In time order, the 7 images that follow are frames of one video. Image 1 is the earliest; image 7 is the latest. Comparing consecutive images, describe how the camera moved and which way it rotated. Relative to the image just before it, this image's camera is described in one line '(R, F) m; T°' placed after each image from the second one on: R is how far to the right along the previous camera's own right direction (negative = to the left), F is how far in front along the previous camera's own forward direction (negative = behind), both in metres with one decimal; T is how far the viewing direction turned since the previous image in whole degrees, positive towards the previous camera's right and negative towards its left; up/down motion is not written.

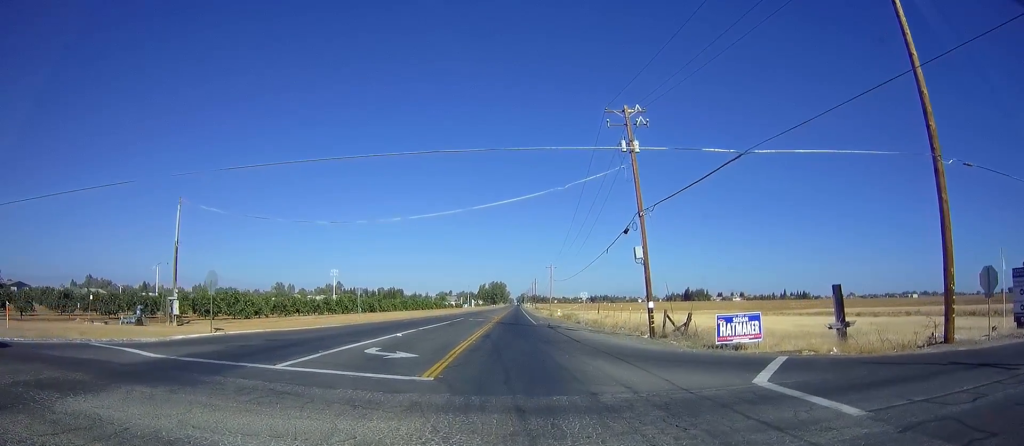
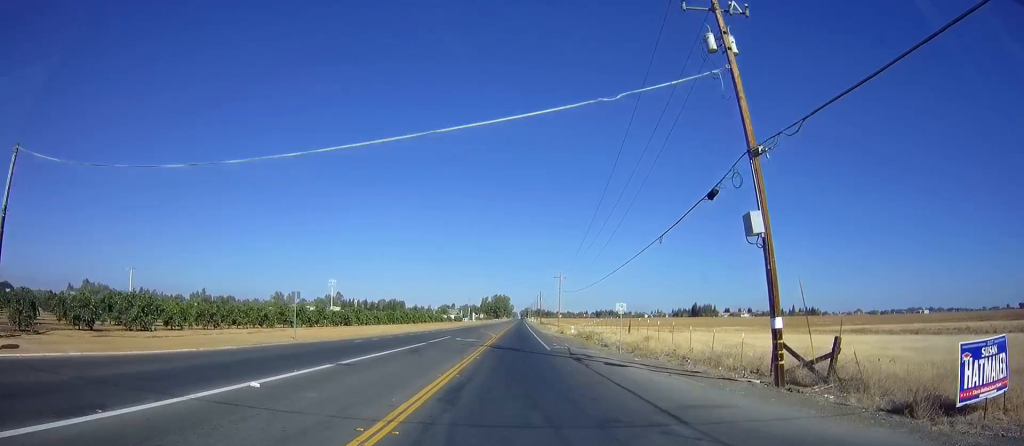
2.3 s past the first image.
(0.0, +12.9) m; 0°
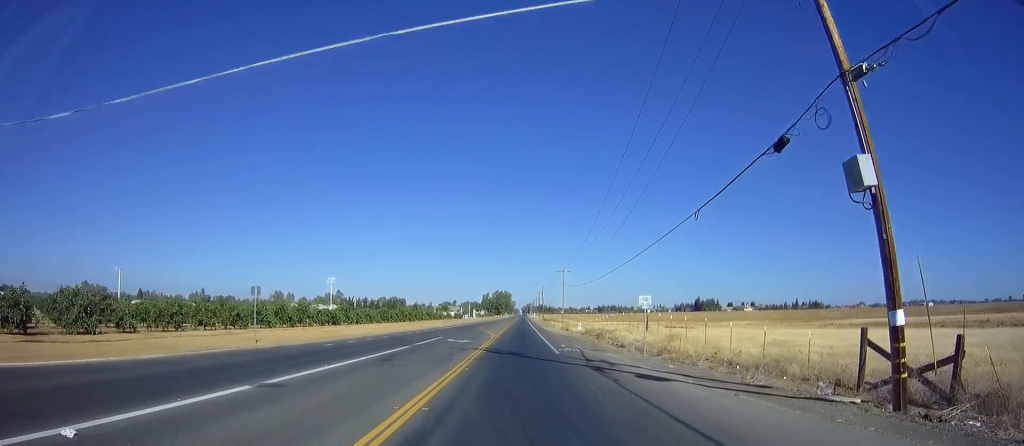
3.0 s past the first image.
(0.0, +5.0) m; 0°
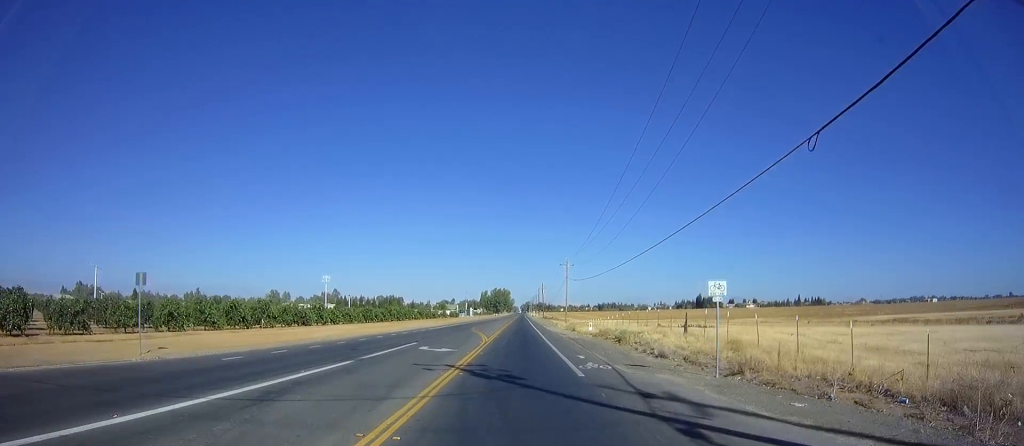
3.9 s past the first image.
(0.0, +8.6) m; -1°
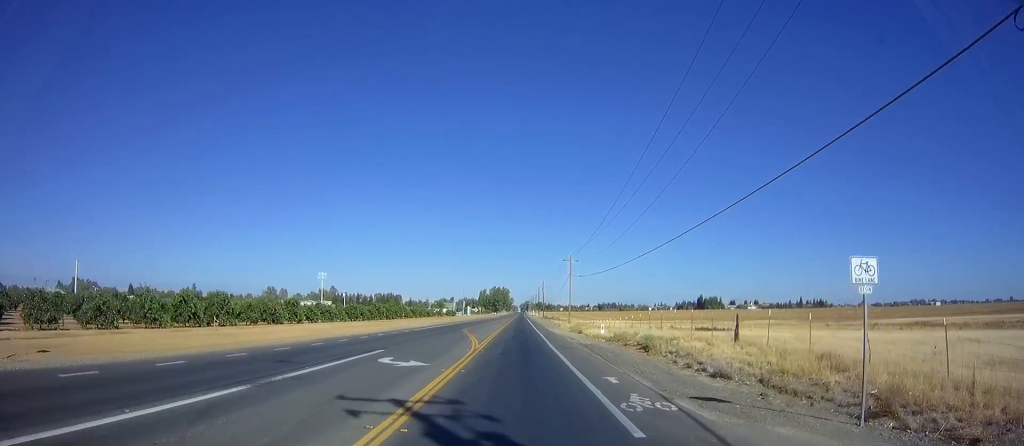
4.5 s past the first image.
(-0.1, +6.9) m; 0°
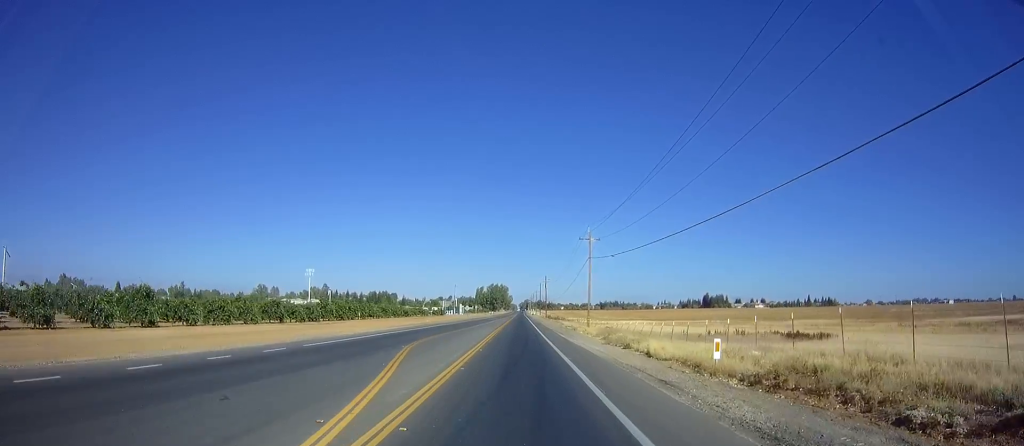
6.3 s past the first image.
(+0.2, +22.6) m; +1°
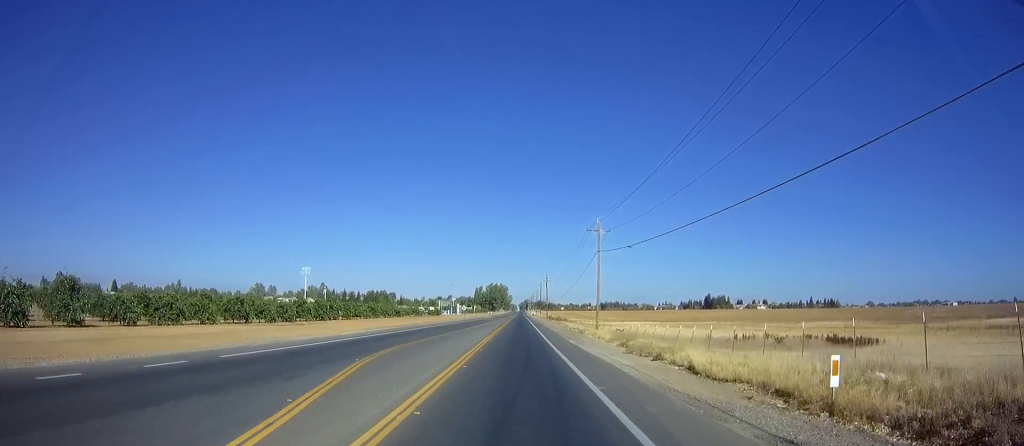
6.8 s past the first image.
(0.0, +6.5) m; 0°
